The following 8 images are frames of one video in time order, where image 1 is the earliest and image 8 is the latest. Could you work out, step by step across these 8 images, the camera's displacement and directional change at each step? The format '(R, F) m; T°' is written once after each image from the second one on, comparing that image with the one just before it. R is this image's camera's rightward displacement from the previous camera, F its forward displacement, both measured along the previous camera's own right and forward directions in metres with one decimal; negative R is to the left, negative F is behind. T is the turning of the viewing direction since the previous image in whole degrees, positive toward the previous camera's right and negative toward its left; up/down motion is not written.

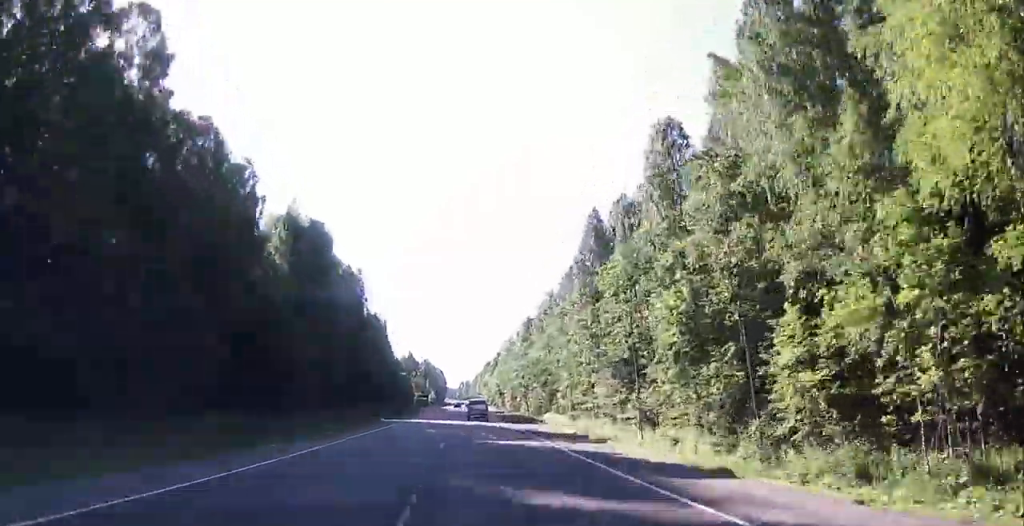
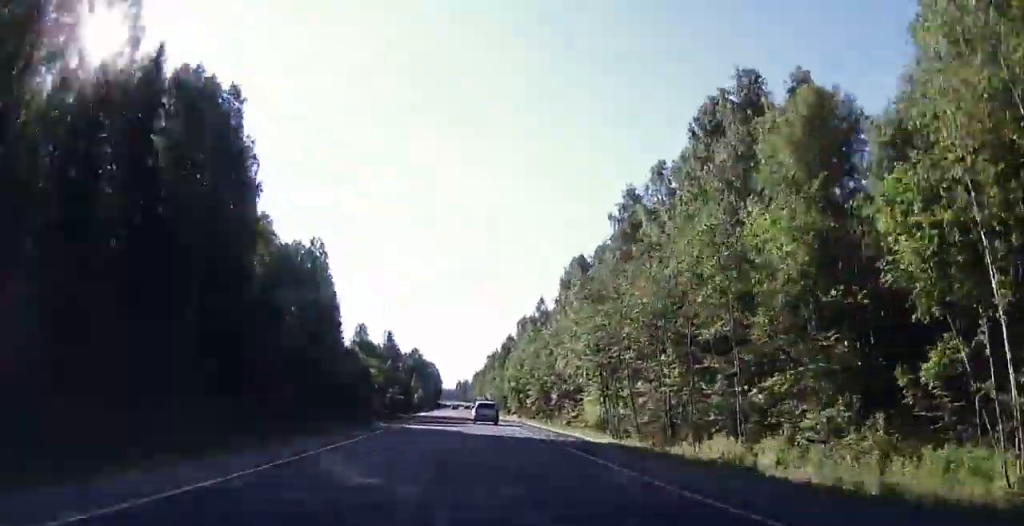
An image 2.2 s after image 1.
(0.0, +80.3) m; 0°
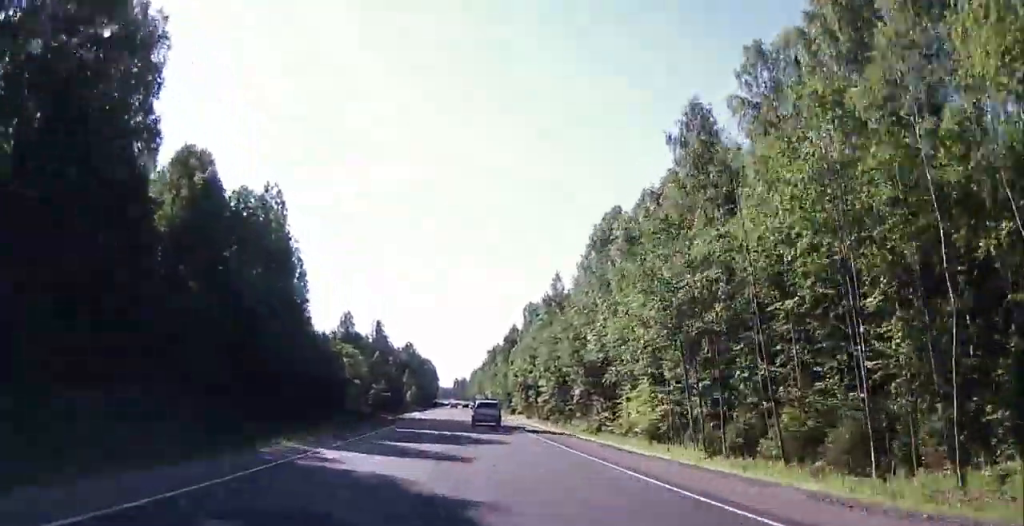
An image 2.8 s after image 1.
(0.0, +24.7) m; +1°
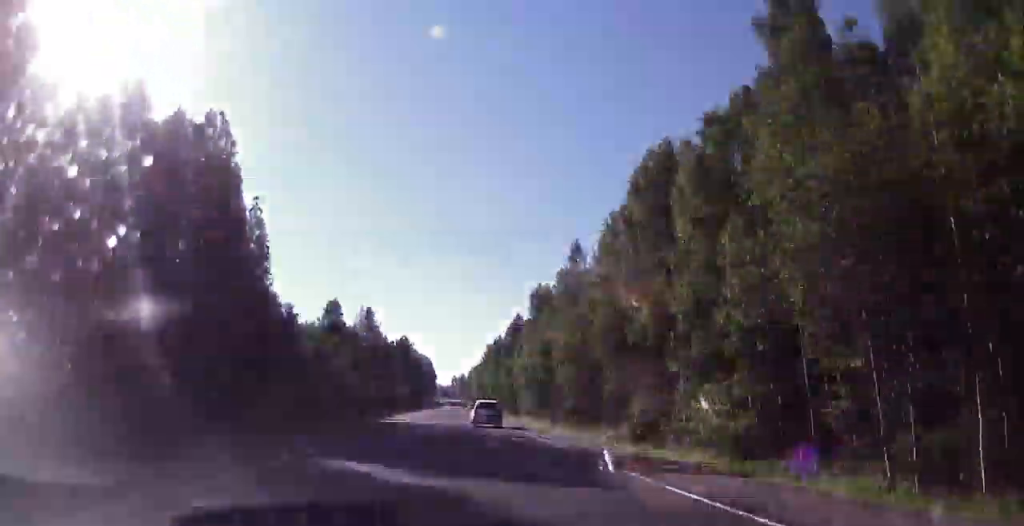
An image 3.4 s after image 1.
(-0.4, +19.7) m; +2°
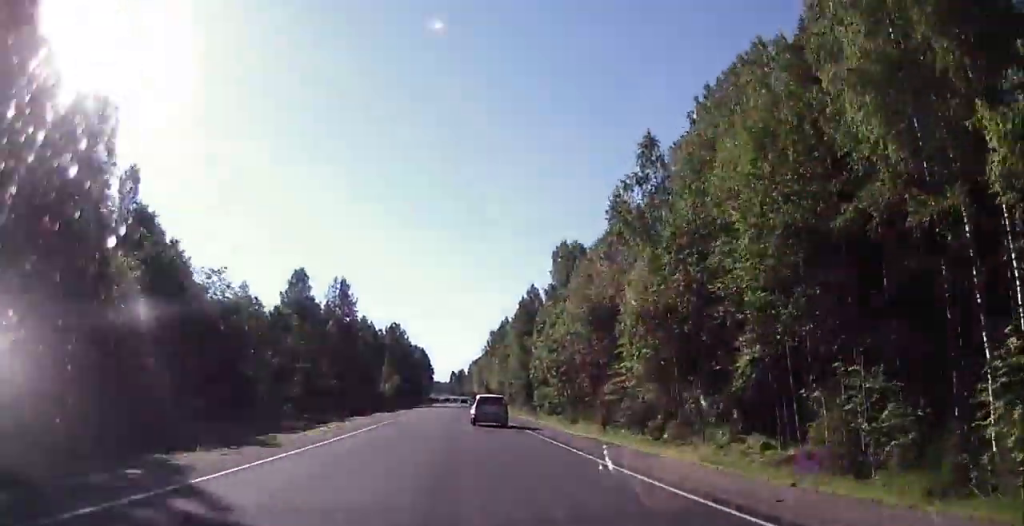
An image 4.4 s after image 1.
(+1.8, +35.4) m; +4°
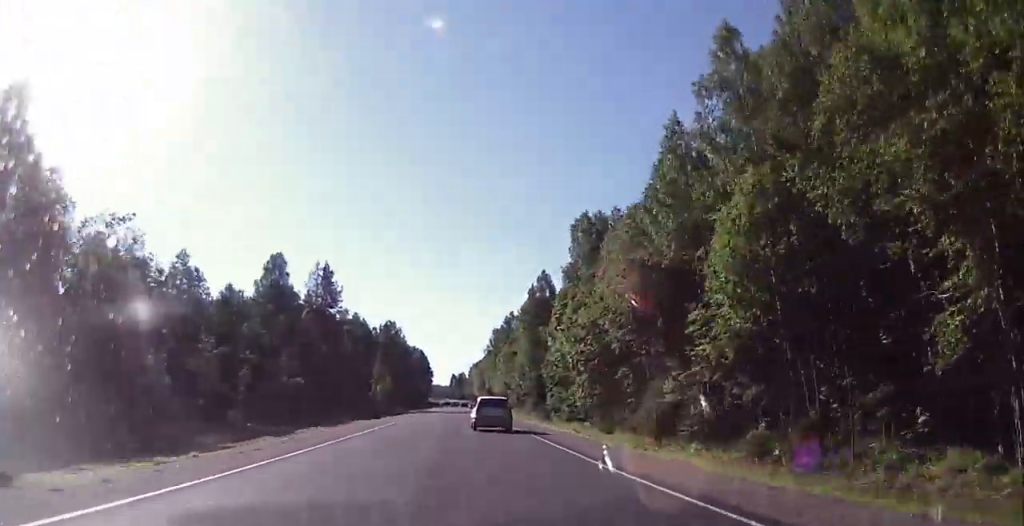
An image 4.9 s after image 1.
(+0.3, +17.6) m; +1°
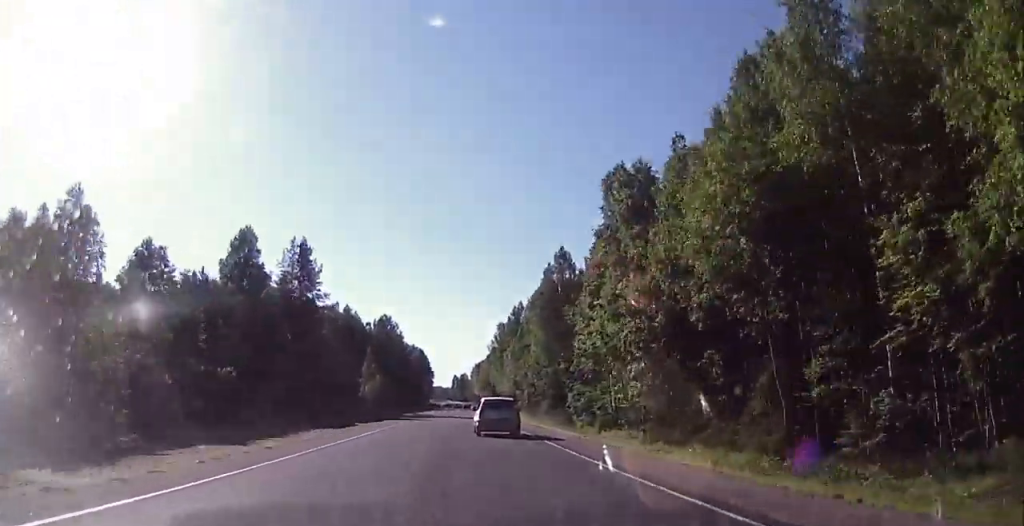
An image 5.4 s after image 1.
(+0.1, +18.8) m; 0°
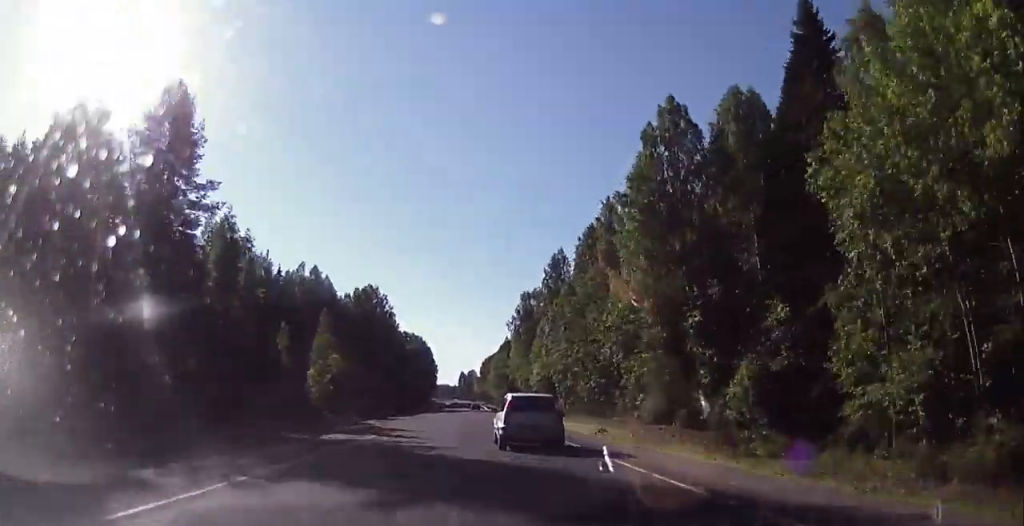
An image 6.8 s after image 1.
(+0.3, +48.5) m; +1°
